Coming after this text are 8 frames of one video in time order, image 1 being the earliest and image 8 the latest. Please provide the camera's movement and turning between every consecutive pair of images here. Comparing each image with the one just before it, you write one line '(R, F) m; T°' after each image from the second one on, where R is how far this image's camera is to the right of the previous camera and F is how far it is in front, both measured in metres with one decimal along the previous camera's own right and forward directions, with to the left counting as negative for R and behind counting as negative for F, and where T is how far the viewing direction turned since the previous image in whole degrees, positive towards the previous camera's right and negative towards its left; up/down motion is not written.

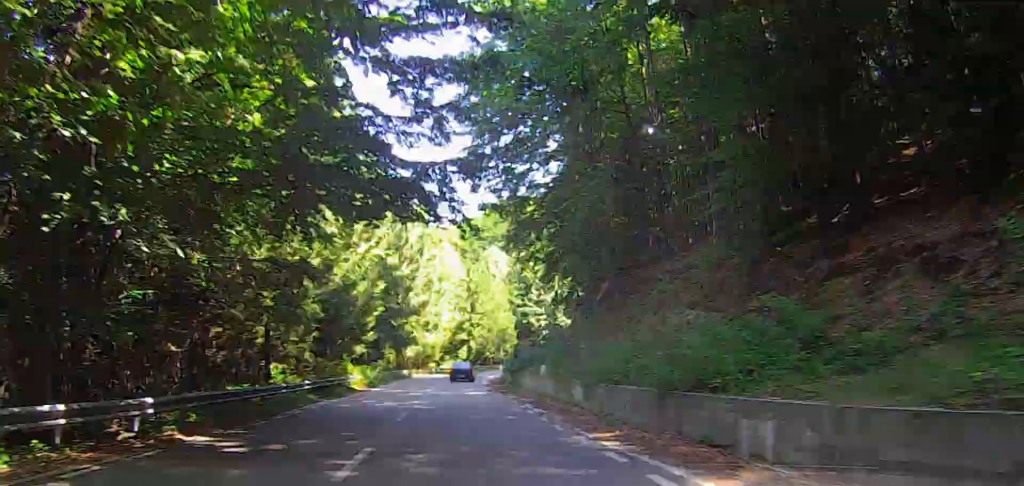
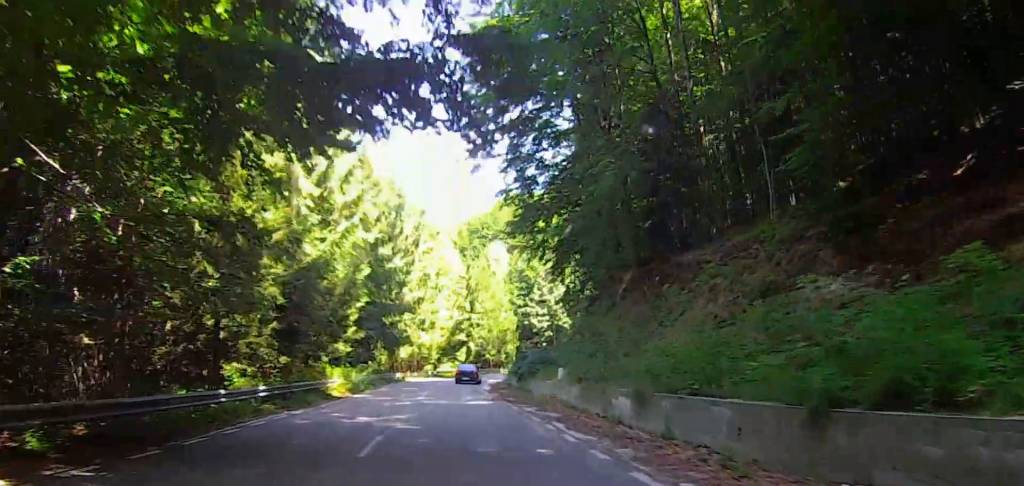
(-0.2, +5.6) m; -1°
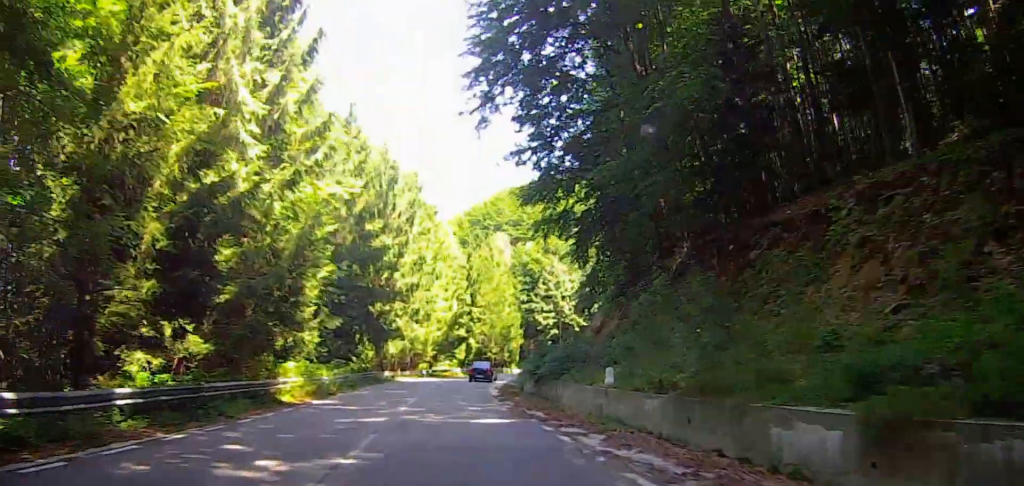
(0.0, +7.9) m; +2°
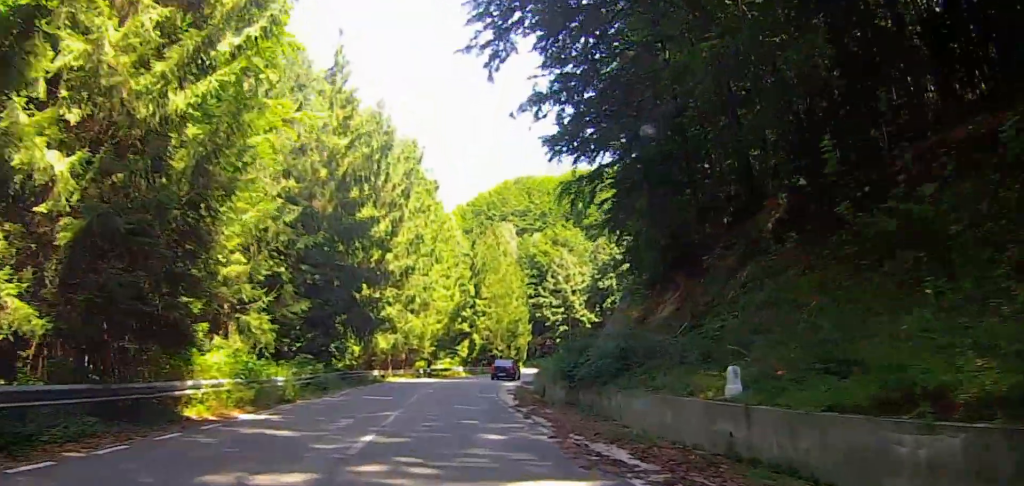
(-0.1, +7.9) m; +3°
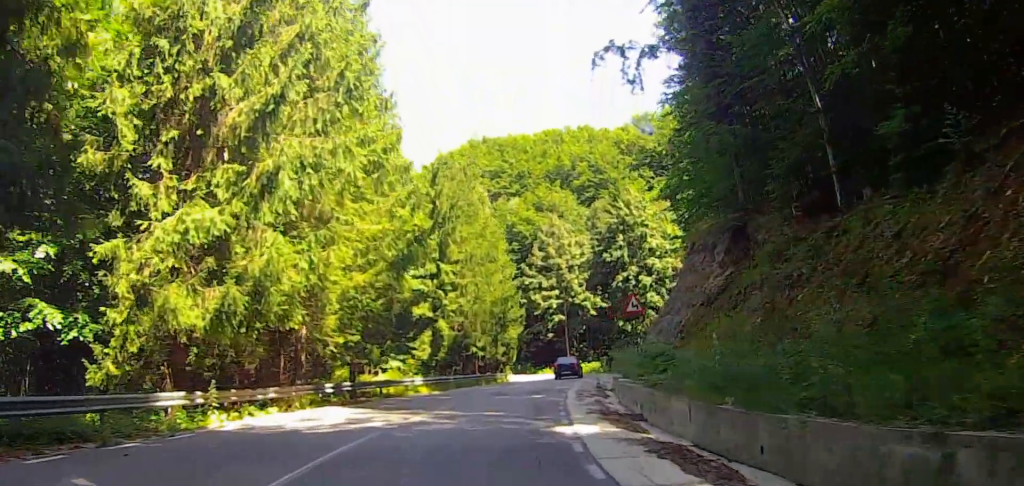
(+4.7, +28.0) m; +14°
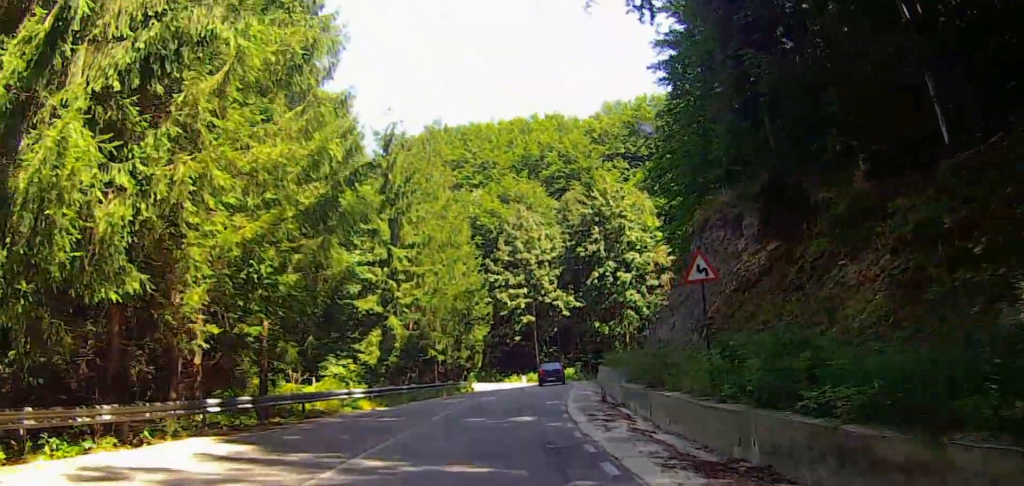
(-0.1, +8.4) m; 0°
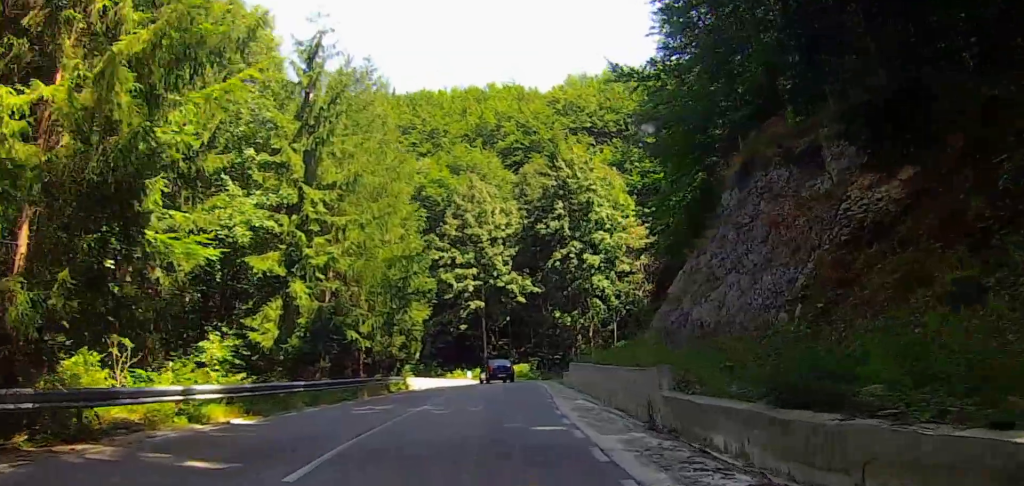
(0.0, +11.1) m; 0°
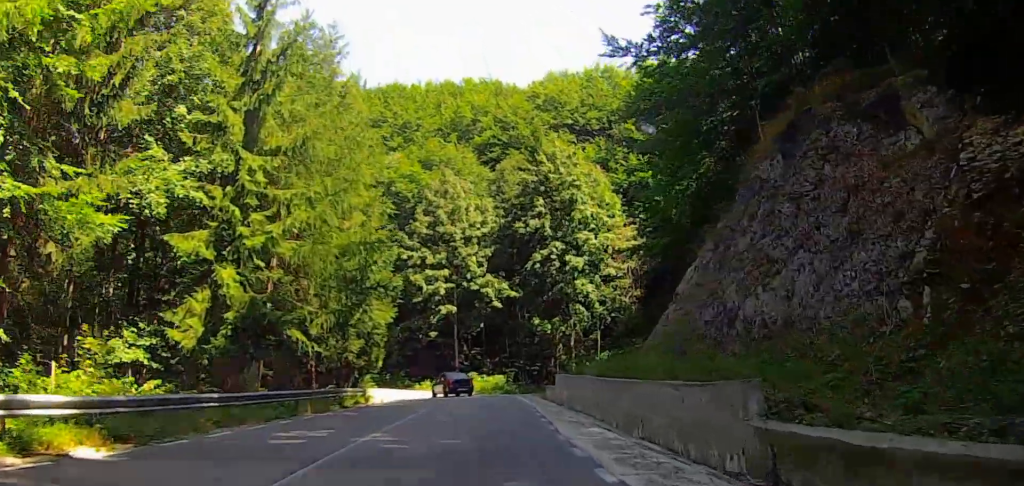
(0.0, +5.7) m; 0°
